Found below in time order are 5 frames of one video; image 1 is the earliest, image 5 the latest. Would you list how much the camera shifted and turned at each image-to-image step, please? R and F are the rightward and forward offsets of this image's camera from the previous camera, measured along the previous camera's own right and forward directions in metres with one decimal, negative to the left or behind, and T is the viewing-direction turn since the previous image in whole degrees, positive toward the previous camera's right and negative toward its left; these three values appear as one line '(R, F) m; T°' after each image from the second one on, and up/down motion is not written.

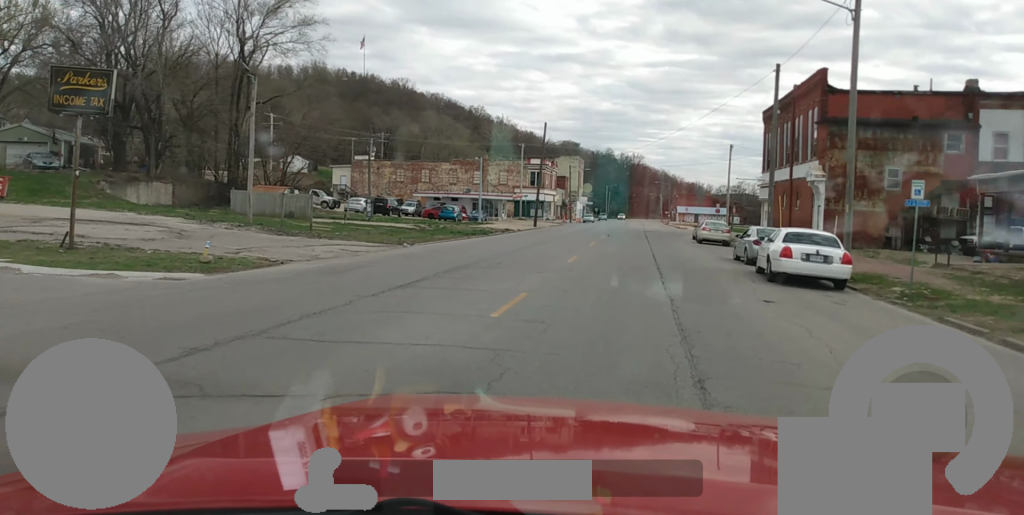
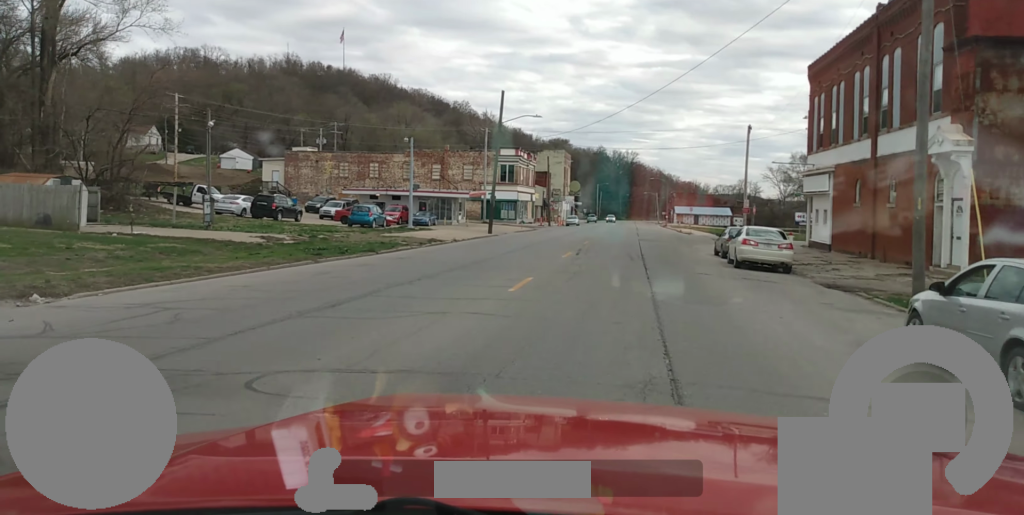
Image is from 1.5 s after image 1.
(+0.9, +21.0) m; +2°
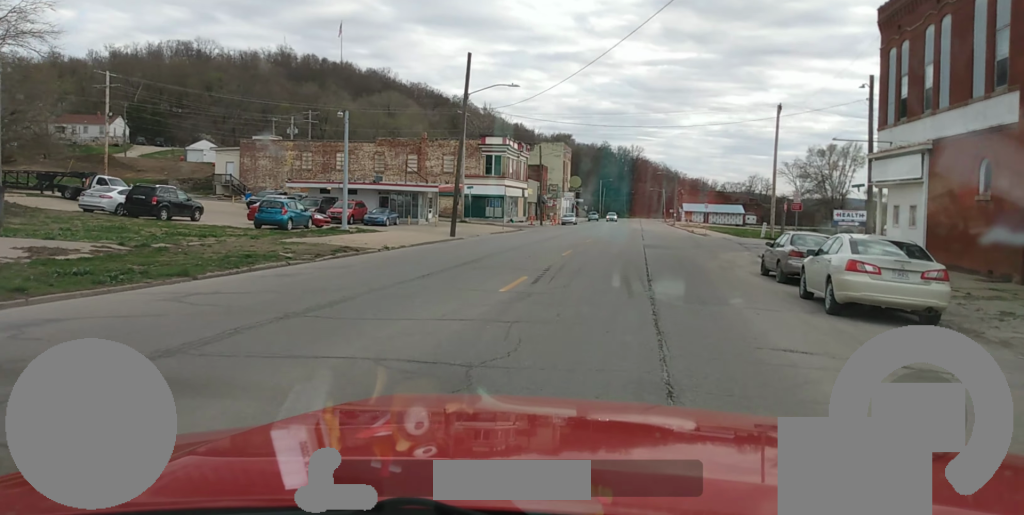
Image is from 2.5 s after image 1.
(-0.2, +13.5) m; -1°
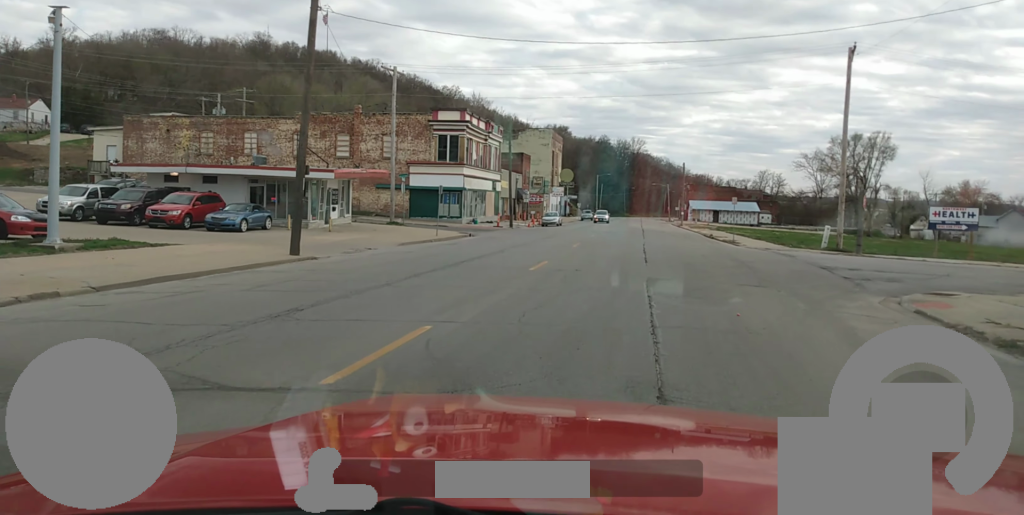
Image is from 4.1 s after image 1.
(0.0, +21.5) m; +1°
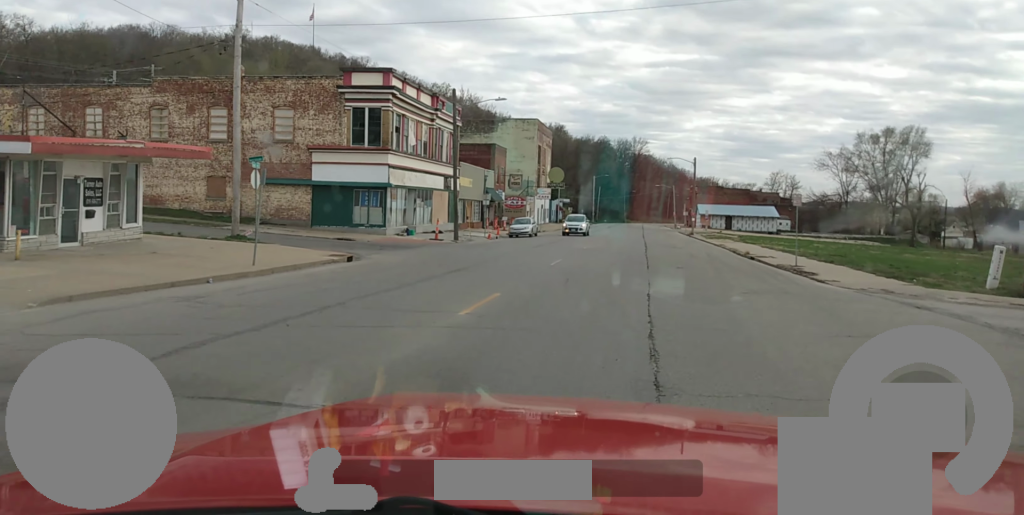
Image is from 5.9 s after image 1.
(+0.1, +21.1) m; -1°
